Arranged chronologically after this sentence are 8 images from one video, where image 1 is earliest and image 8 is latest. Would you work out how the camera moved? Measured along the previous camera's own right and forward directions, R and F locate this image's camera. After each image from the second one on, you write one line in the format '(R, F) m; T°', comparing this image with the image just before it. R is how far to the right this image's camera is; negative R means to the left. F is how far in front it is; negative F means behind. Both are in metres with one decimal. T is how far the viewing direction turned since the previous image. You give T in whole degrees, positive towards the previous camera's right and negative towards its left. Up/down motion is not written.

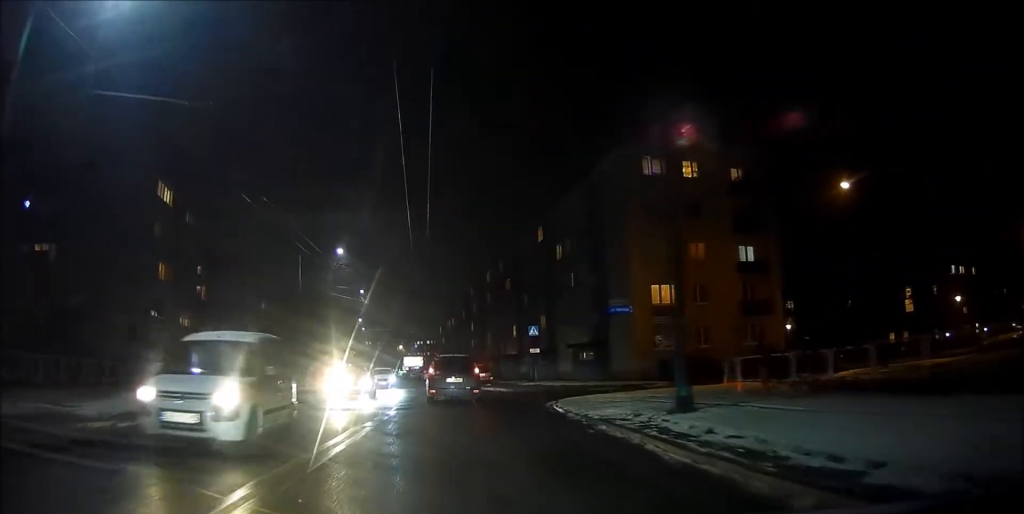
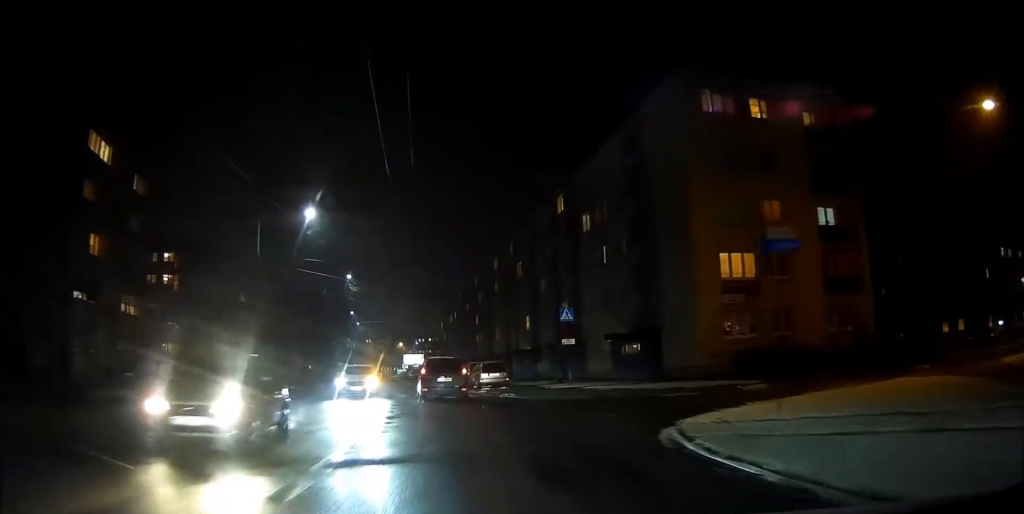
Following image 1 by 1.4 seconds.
(-0.3, +10.9) m; -1°
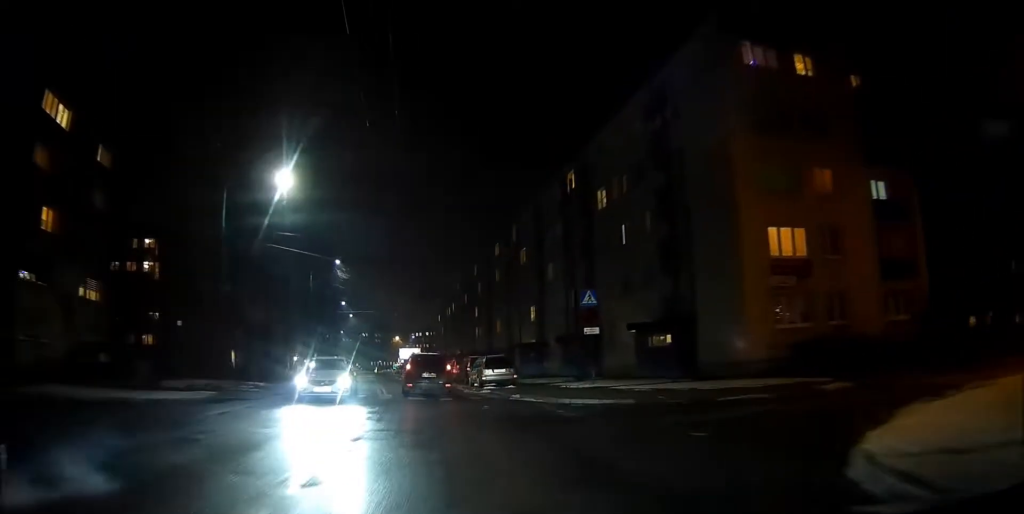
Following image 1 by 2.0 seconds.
(+0.1, +5.2) m; 0°
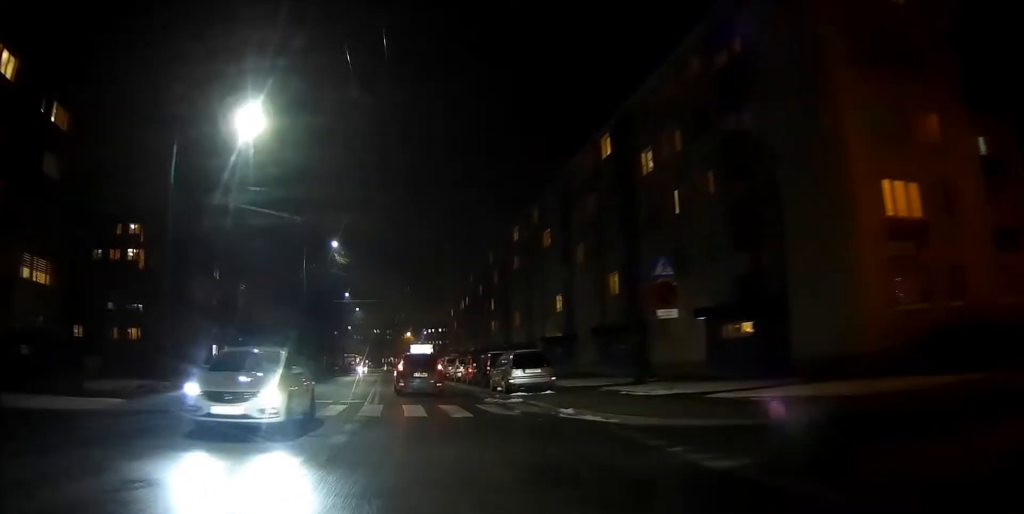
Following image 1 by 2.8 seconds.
(0.0, +7.3) m; -2°
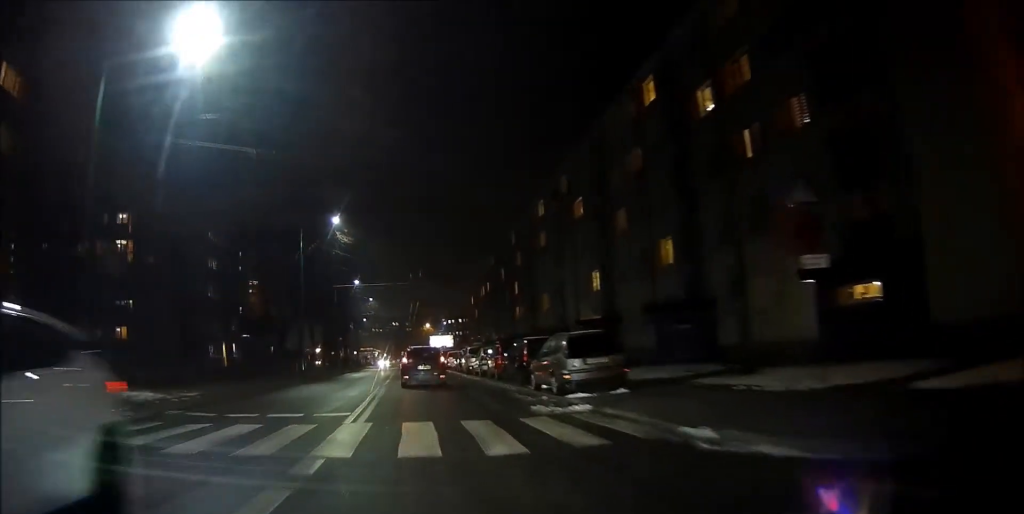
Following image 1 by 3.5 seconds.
(-0.1, +7.0) m; -2°
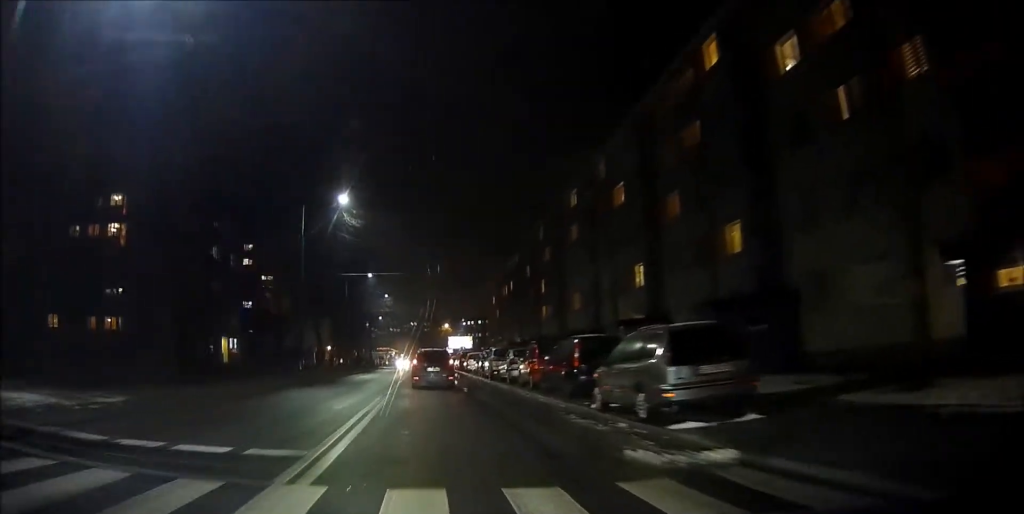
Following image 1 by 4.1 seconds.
(-0.3, +6.2) m; -1°
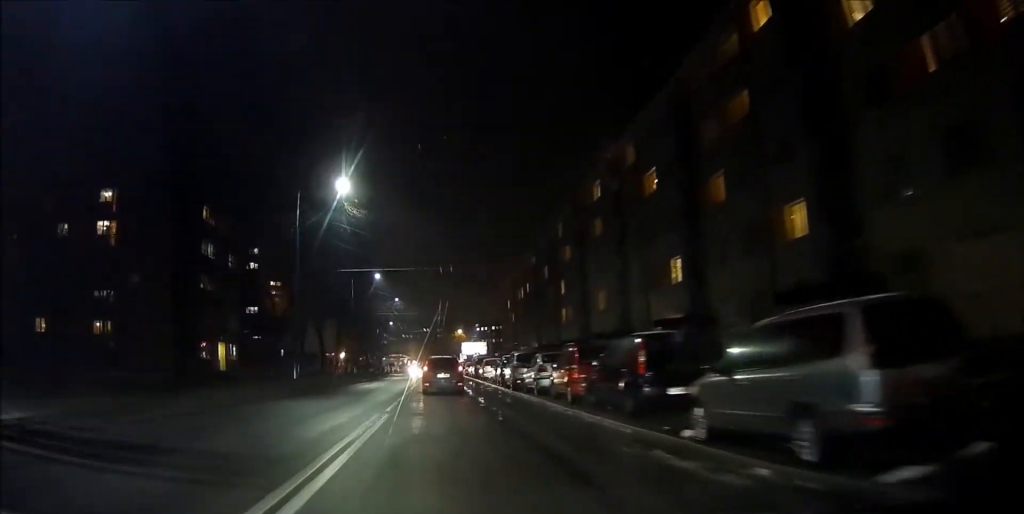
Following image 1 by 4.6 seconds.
(0.0, +4.9) m; 0°
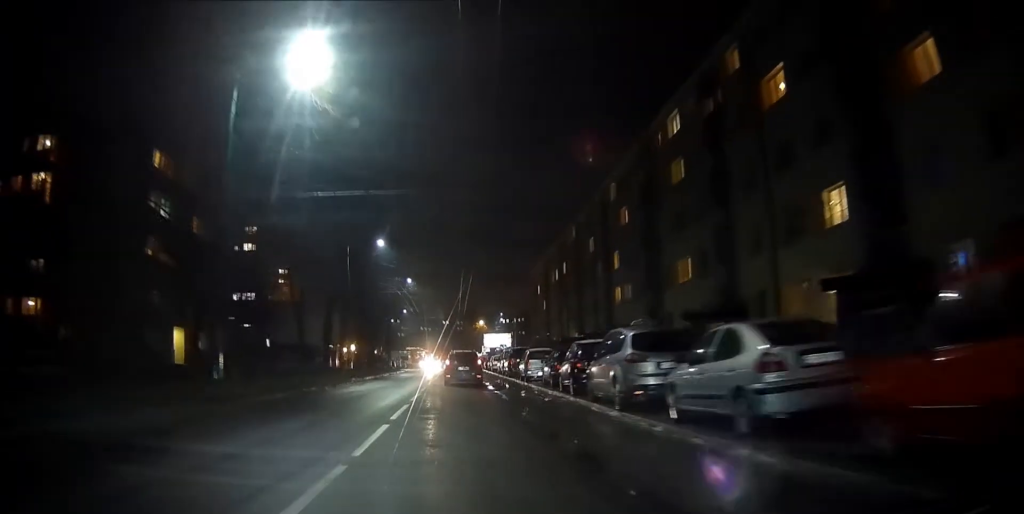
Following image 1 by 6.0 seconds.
(+0.1, +15.3) m; +1°
